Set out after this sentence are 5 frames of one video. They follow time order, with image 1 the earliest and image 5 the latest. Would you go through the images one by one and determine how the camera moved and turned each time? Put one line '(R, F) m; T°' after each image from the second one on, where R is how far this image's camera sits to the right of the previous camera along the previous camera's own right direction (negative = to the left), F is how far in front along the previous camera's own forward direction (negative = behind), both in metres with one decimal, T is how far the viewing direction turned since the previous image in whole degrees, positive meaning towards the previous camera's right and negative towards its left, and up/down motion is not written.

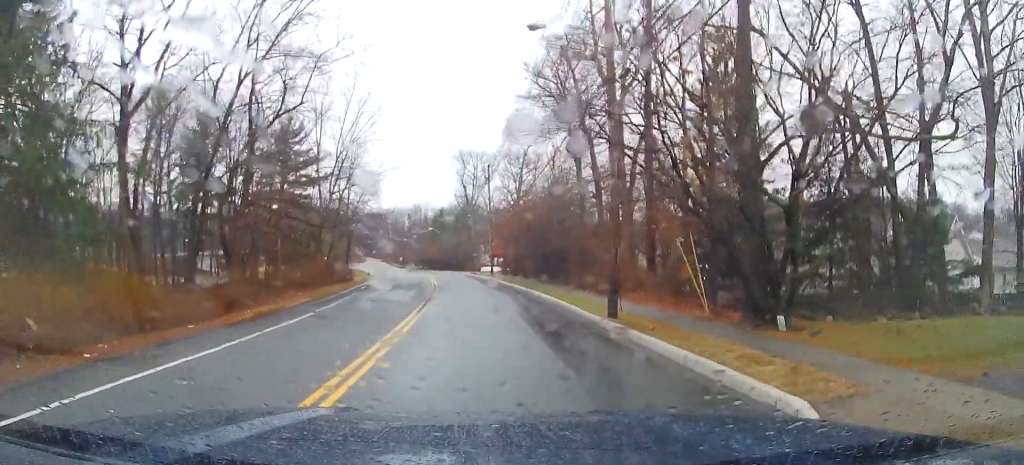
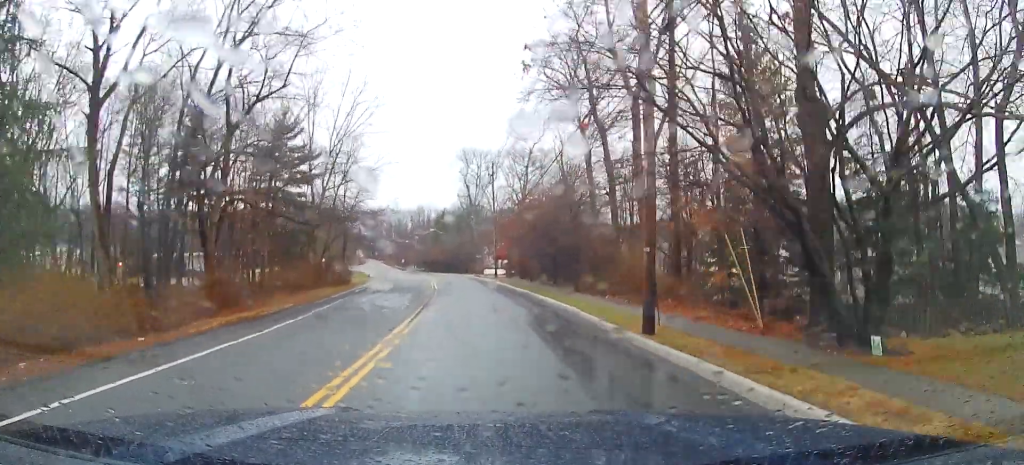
(-0.2, +3.2) m; -1°
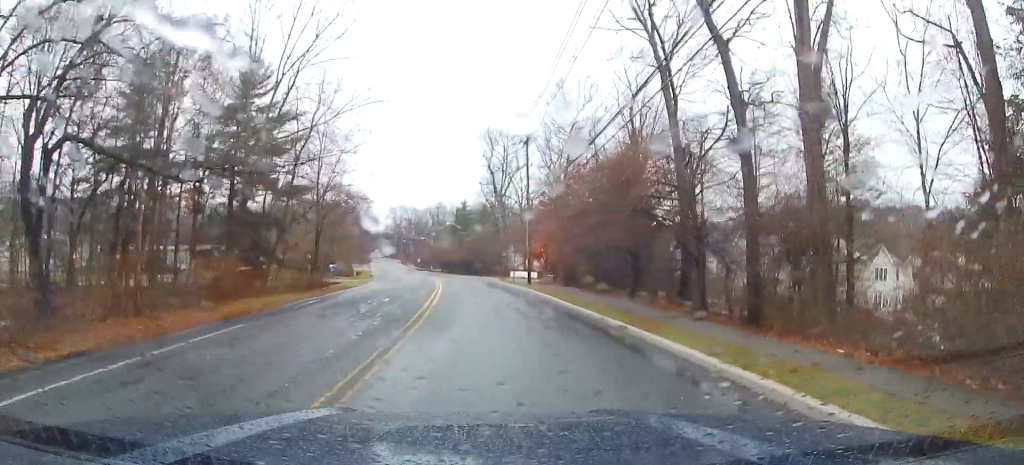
(+0.6, +16.7) m; +7°
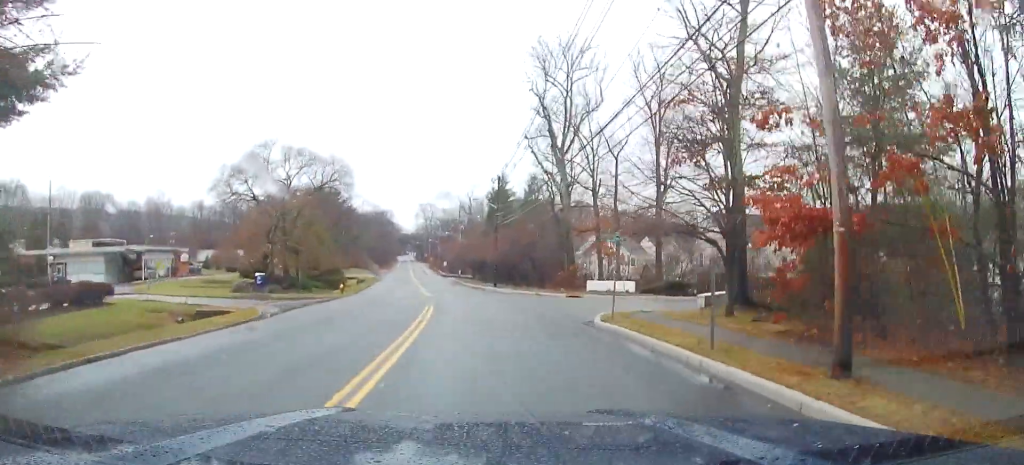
(-0.6, +34.1) m; -12°
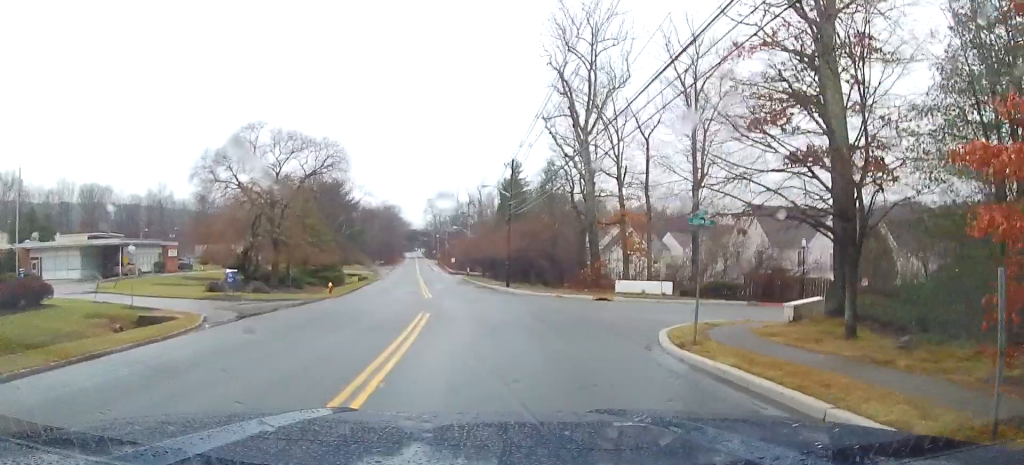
(-0.2, +6.4) m; -5°
